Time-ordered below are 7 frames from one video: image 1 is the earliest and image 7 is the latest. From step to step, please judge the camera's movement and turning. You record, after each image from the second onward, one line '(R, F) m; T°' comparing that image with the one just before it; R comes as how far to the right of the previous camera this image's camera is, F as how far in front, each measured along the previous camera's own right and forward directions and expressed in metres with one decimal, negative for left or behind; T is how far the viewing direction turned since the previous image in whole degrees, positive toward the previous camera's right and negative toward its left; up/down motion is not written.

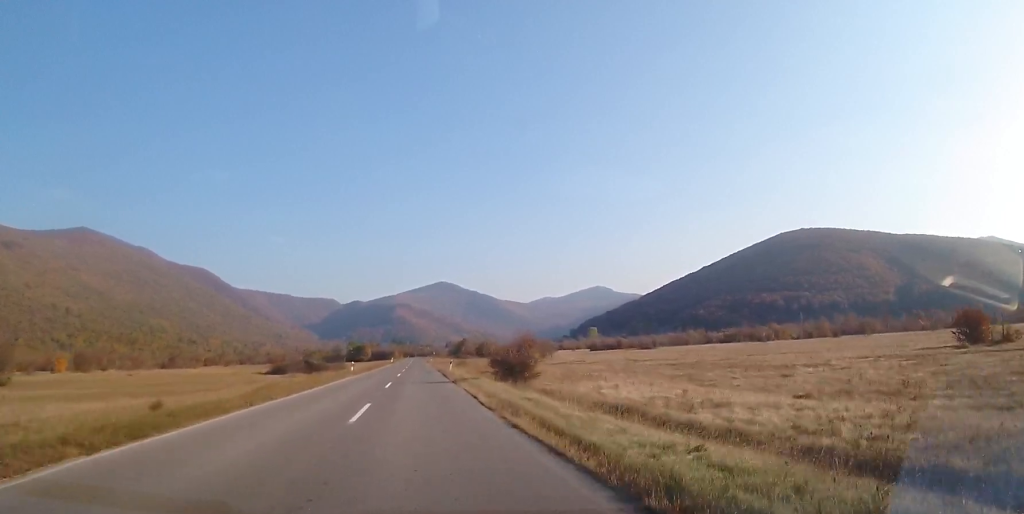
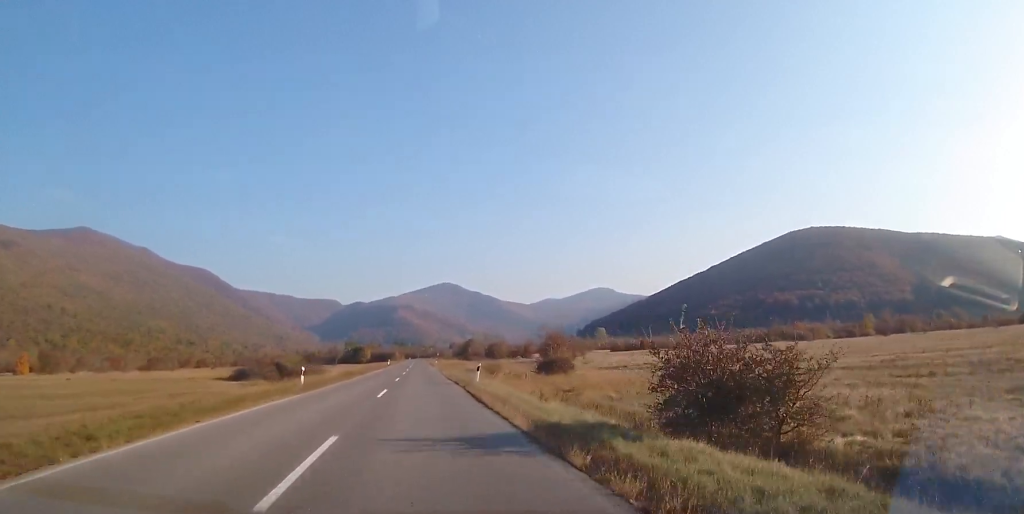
(-0.5, +21.8) m; -1°
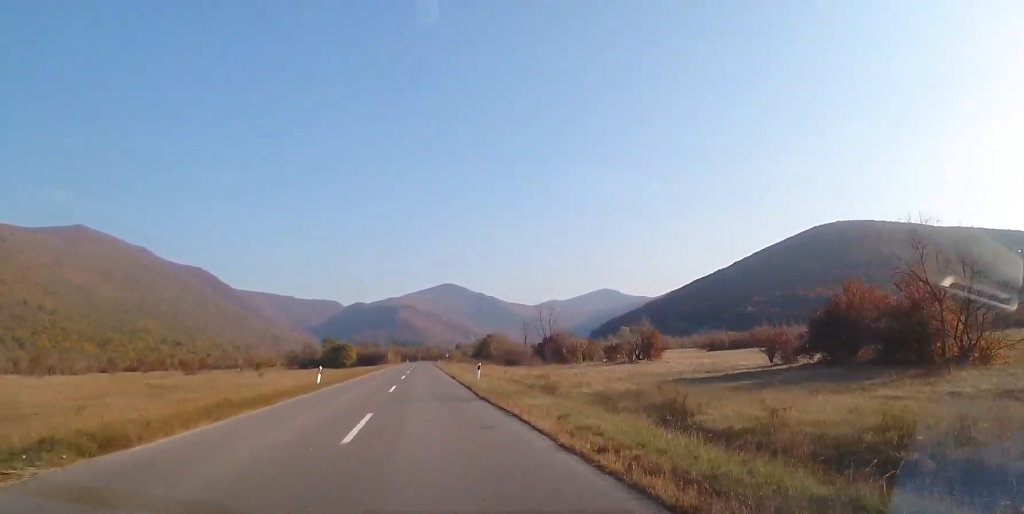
(+0.3, +72.7) m; +1°
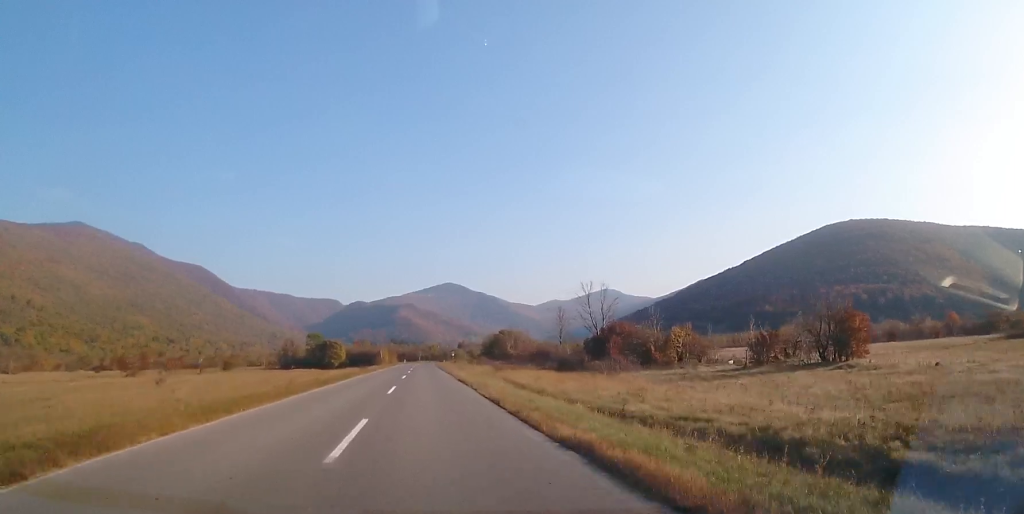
(-0.3, +31.8) m; -1°
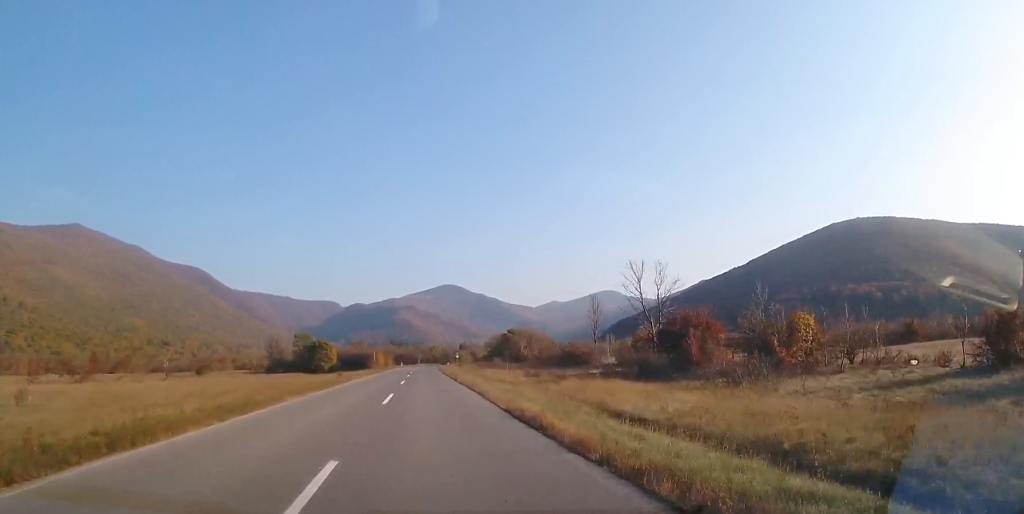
(+0.1, +19.0) m; 0°
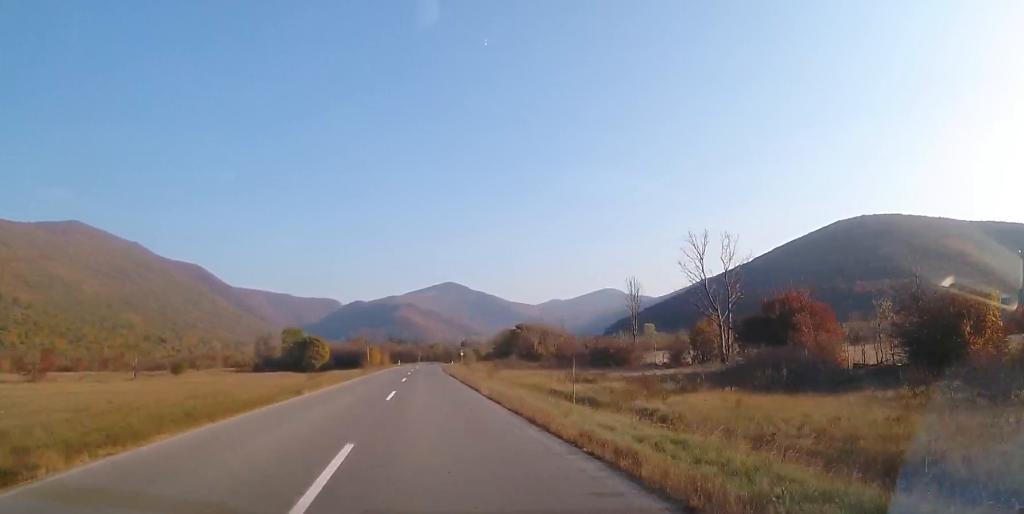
(0.0, +14.1) m; 0°
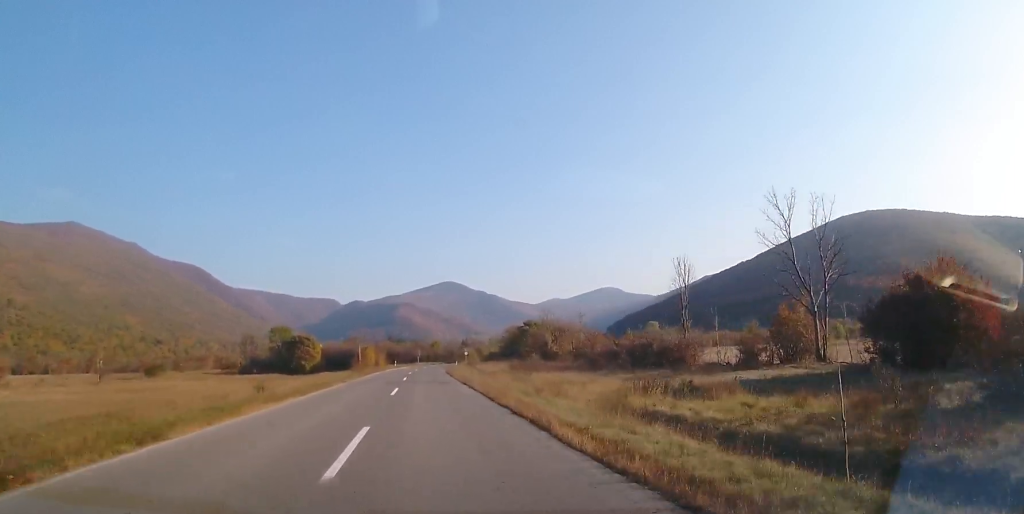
(-0.1, +12.6) m; 0°
